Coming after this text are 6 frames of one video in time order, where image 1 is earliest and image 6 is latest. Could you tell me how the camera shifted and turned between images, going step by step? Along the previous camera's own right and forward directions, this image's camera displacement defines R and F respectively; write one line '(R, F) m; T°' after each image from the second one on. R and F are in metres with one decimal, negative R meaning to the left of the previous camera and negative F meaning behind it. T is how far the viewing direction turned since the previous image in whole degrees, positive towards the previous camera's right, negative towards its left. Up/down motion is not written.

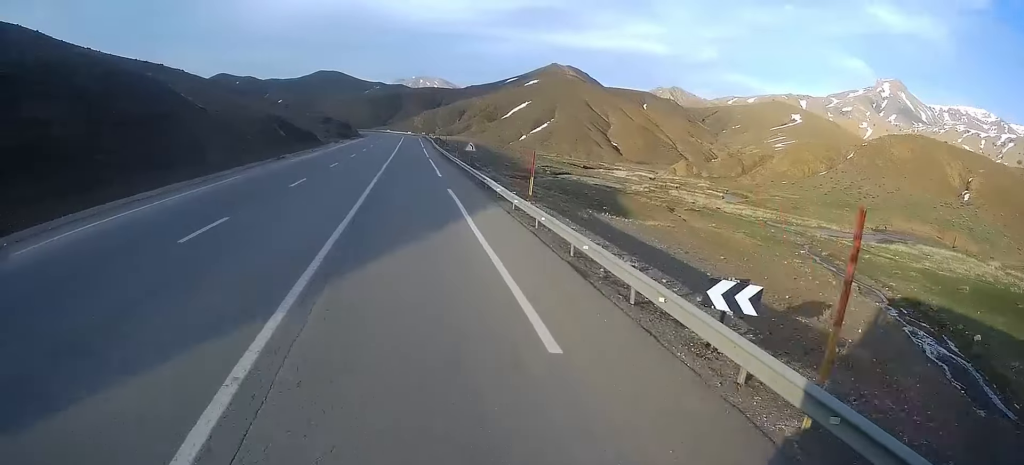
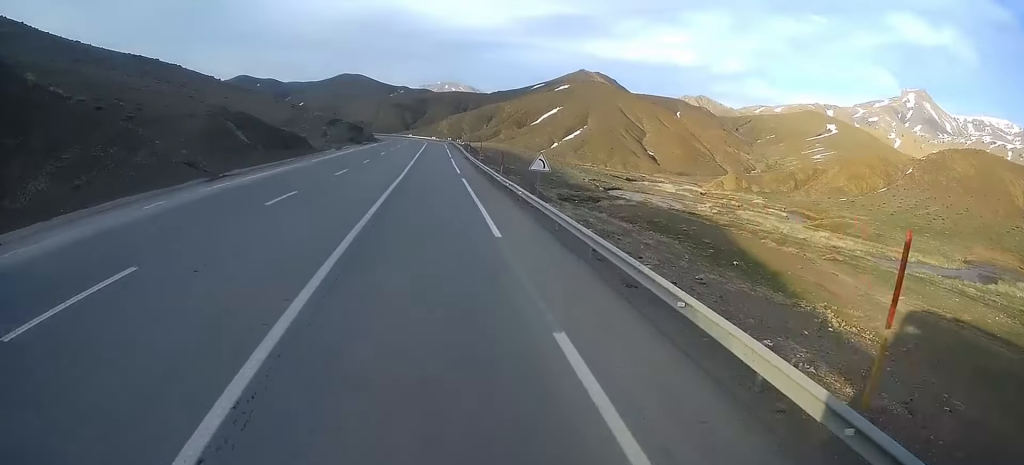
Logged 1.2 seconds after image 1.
(-0.6, +20.2) m; -4°
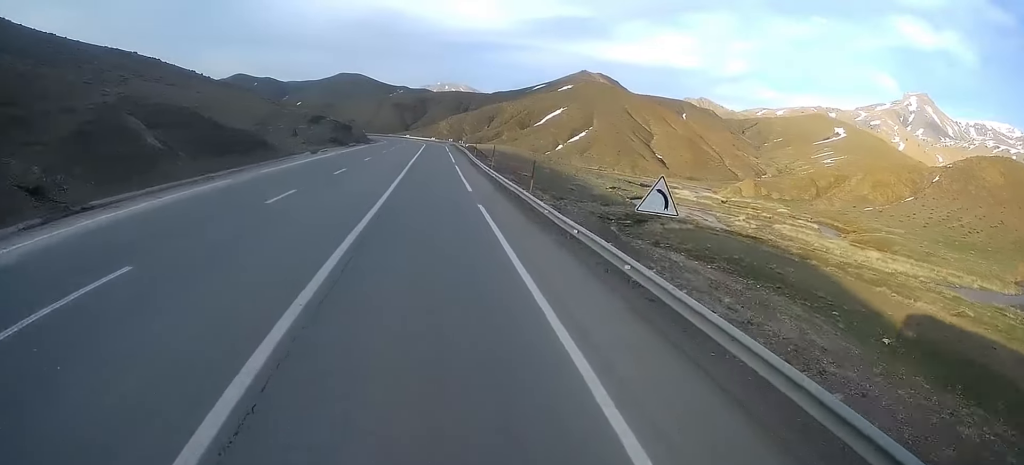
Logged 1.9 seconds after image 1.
(-0.5, +13.3) m; -1°
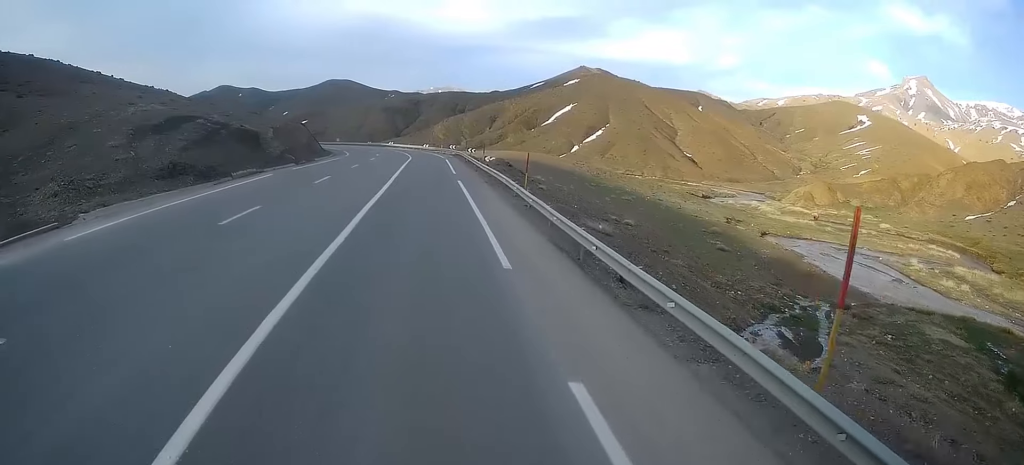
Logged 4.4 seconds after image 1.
(-0.7, +43.2) m; -1°
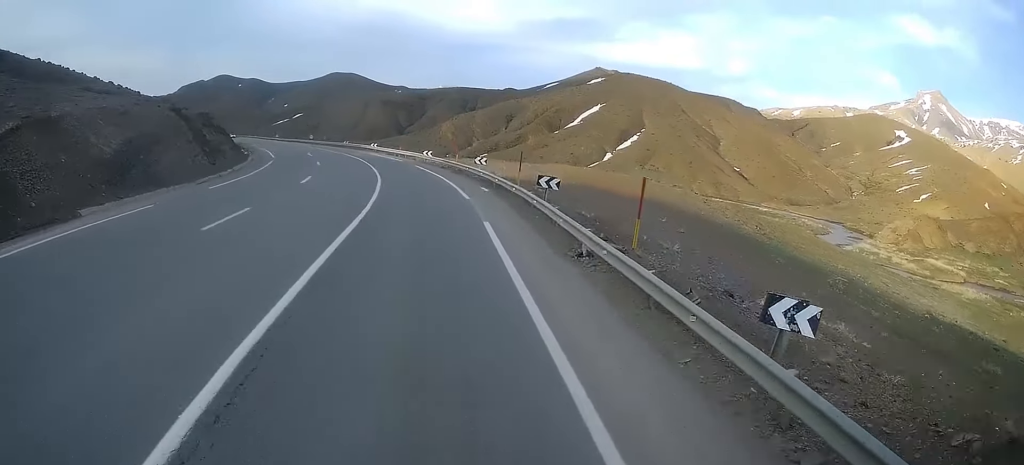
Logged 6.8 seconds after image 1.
(+0.8, +40.9) m; -1°
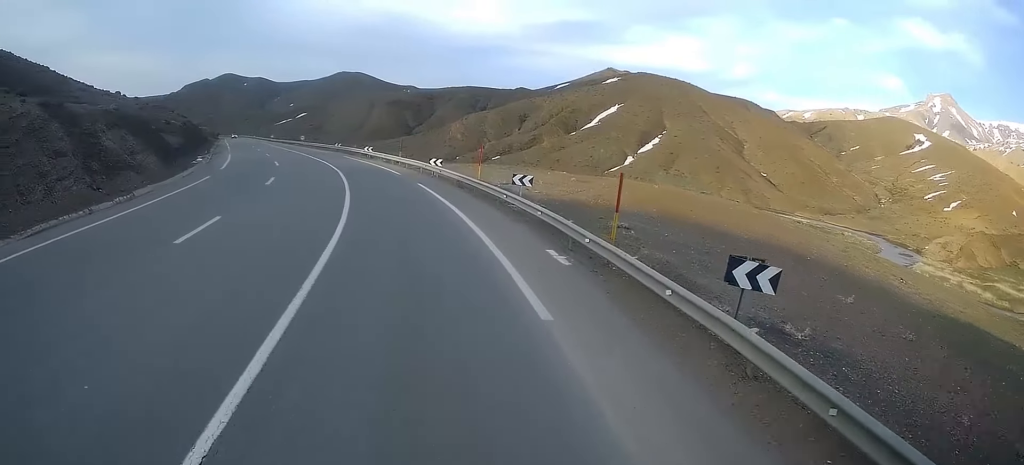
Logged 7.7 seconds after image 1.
(-0.5, +14.9) m; -5°
